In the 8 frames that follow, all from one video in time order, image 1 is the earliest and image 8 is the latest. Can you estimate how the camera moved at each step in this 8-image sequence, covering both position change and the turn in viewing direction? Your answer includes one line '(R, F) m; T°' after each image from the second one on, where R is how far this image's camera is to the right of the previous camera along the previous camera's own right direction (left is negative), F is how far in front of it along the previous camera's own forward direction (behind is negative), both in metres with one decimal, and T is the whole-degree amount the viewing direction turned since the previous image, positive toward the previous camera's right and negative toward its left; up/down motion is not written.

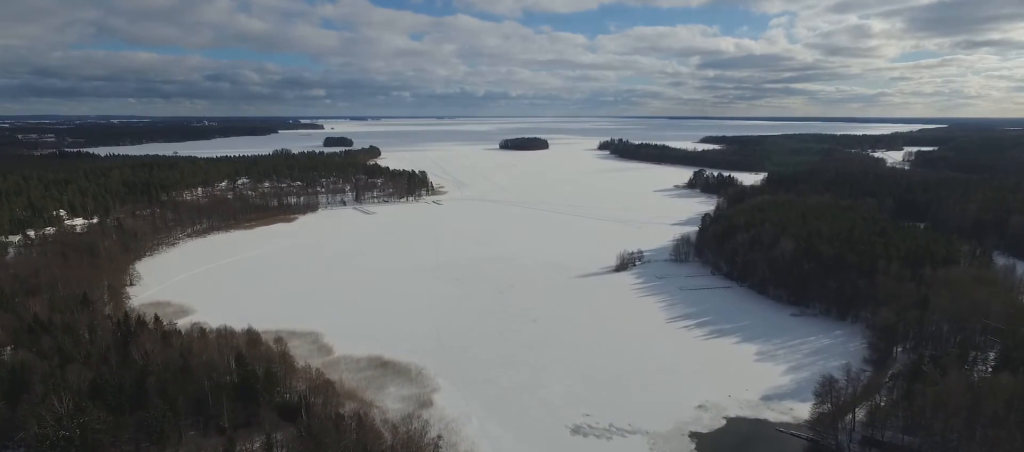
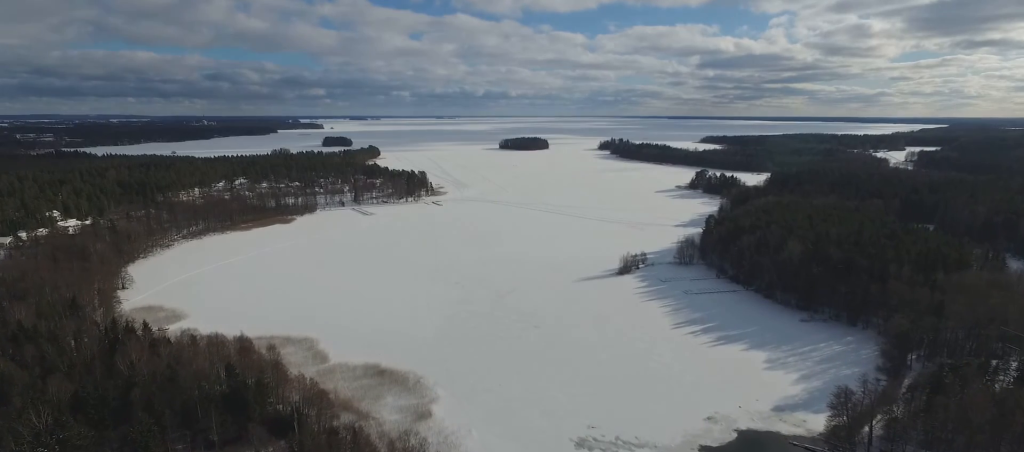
(0.0, +8.7) m; -1°
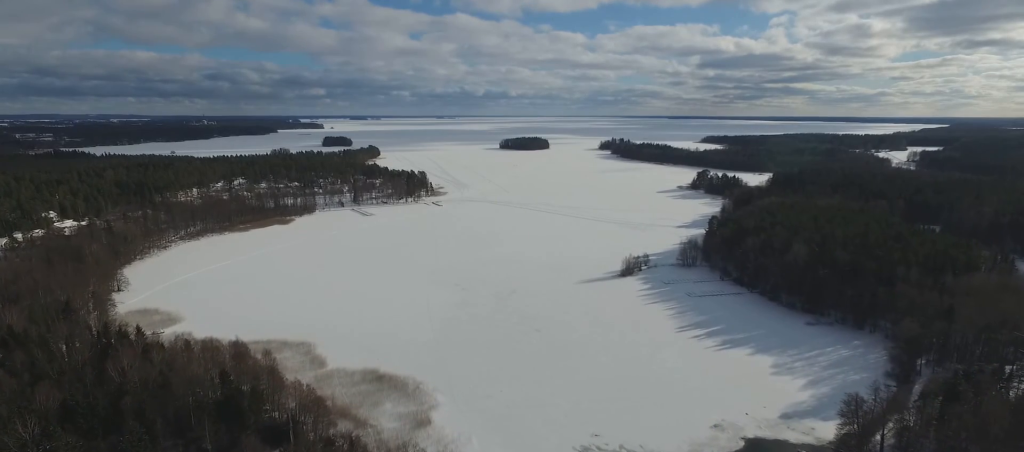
(0.0, +5.2) m; 0°
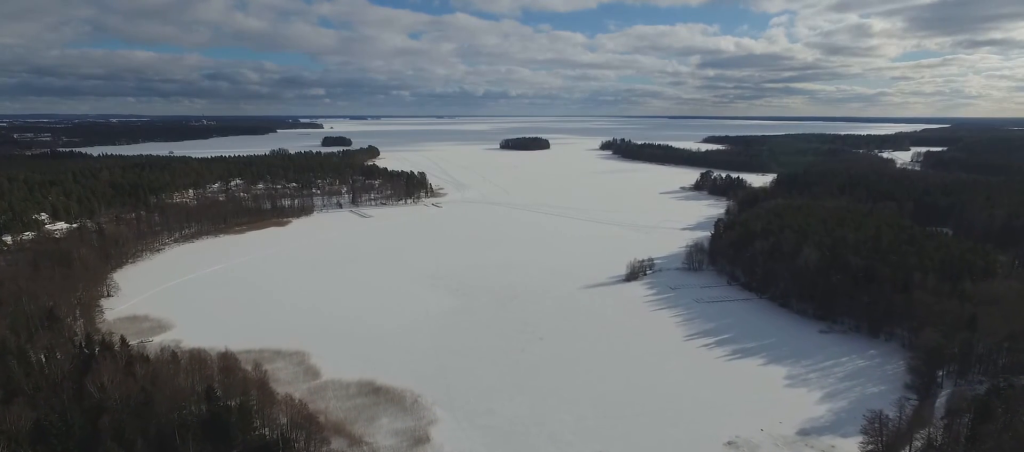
(-0.1, +10.6) m; -1°
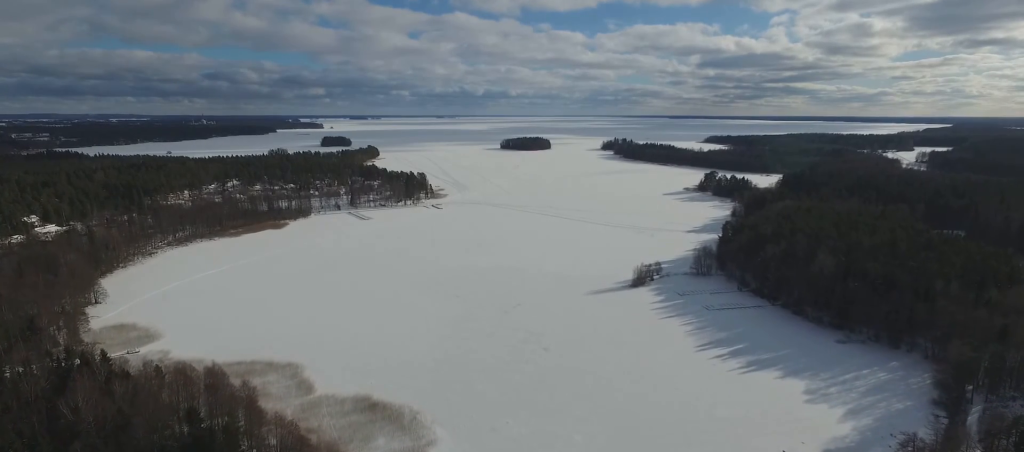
(0.0, +11.6) m; +1°
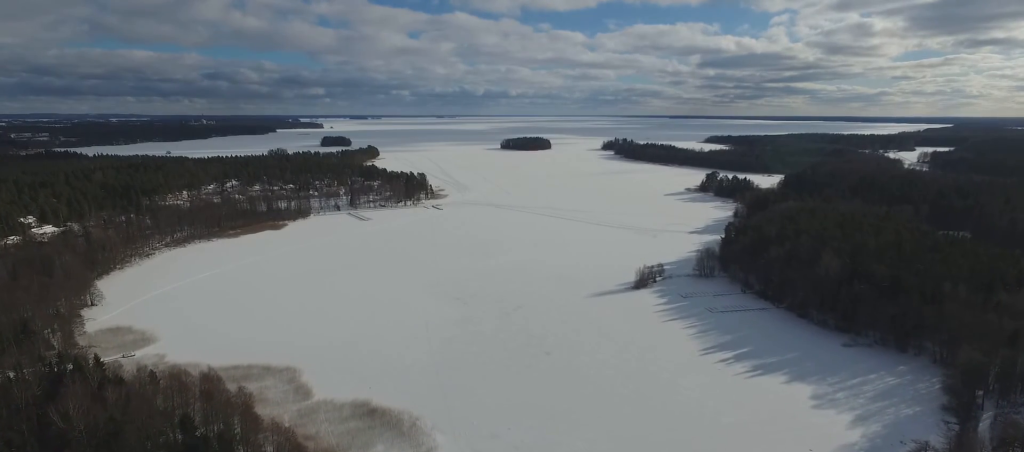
(0.0, +3.6) m; +1°
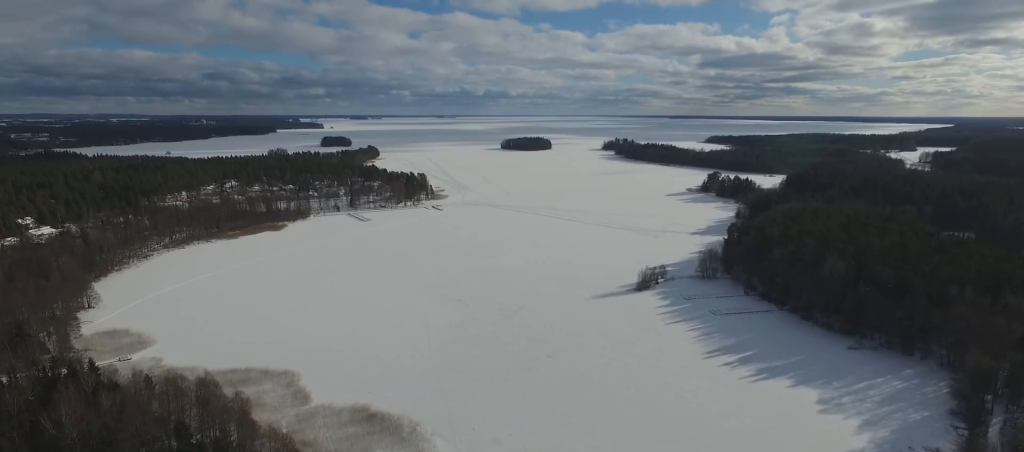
(0.0, +3.0) m; +1°
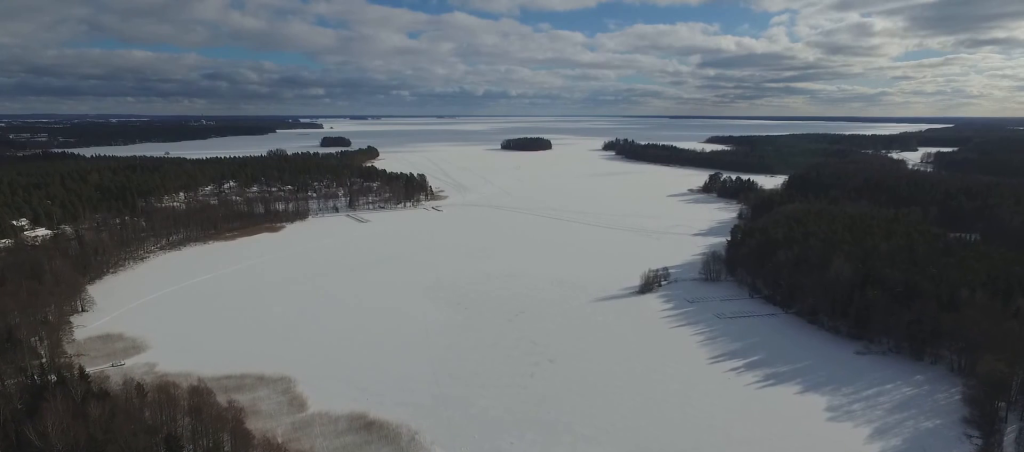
(+0.1, +4.7) m; +2°
